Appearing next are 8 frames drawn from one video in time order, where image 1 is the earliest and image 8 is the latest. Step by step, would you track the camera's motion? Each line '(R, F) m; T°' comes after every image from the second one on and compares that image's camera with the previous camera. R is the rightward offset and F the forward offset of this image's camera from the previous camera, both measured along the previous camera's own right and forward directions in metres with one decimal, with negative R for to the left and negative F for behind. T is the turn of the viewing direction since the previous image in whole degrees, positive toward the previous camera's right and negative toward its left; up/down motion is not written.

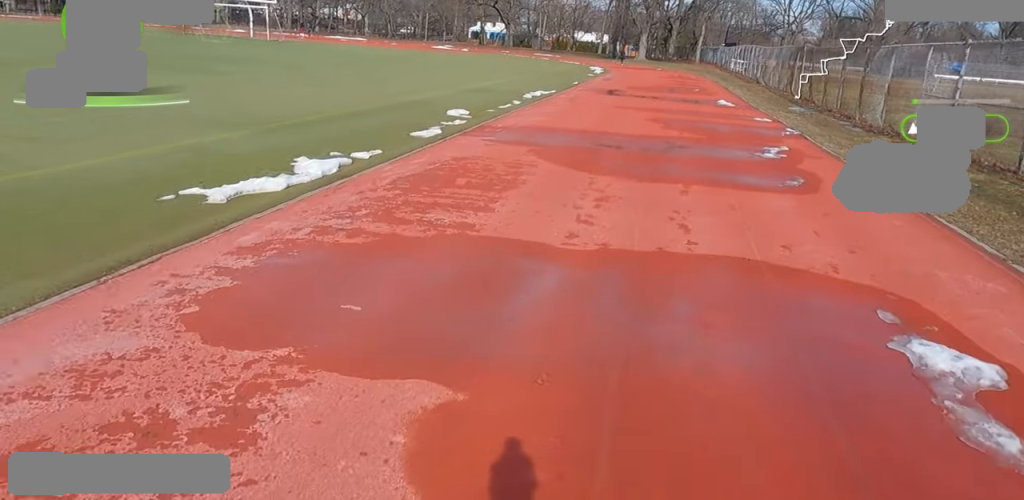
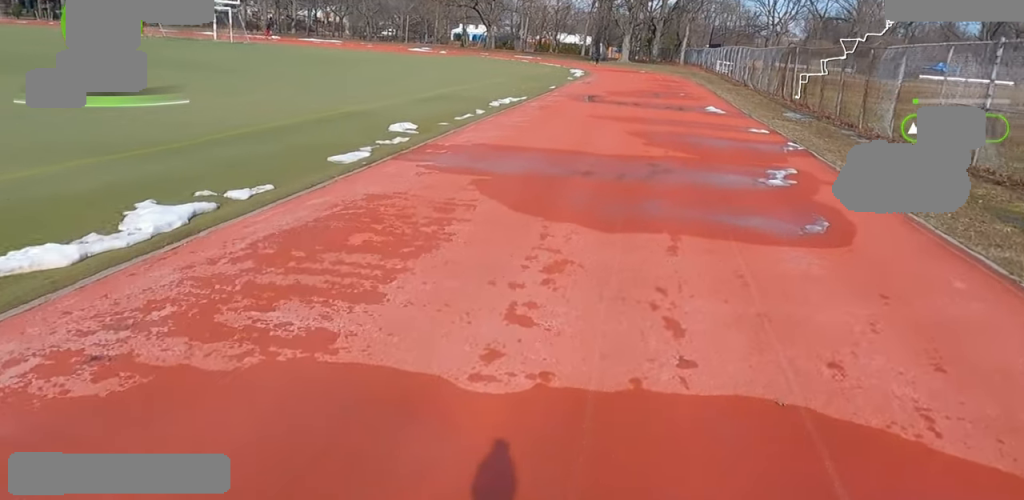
(-0.7, +2.7) m; 0°
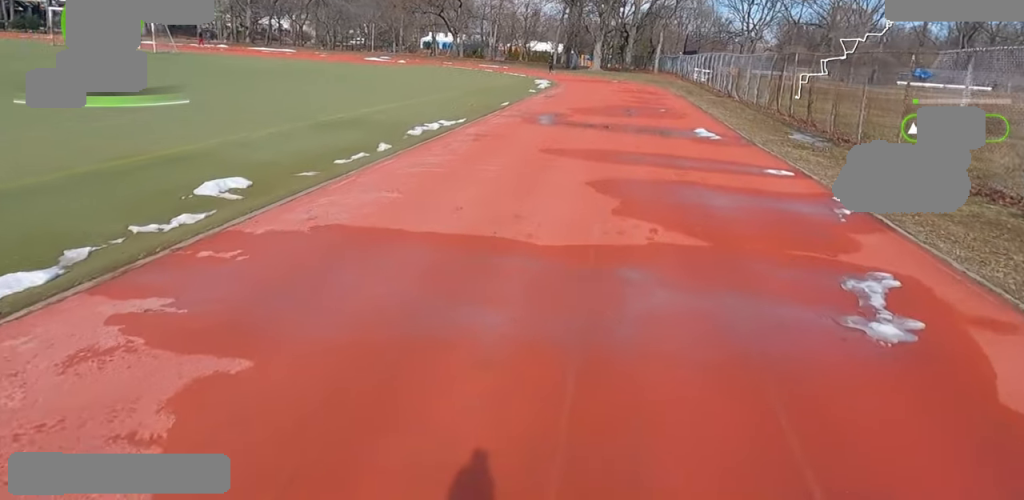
(+1.0, +5.3) m; 0°
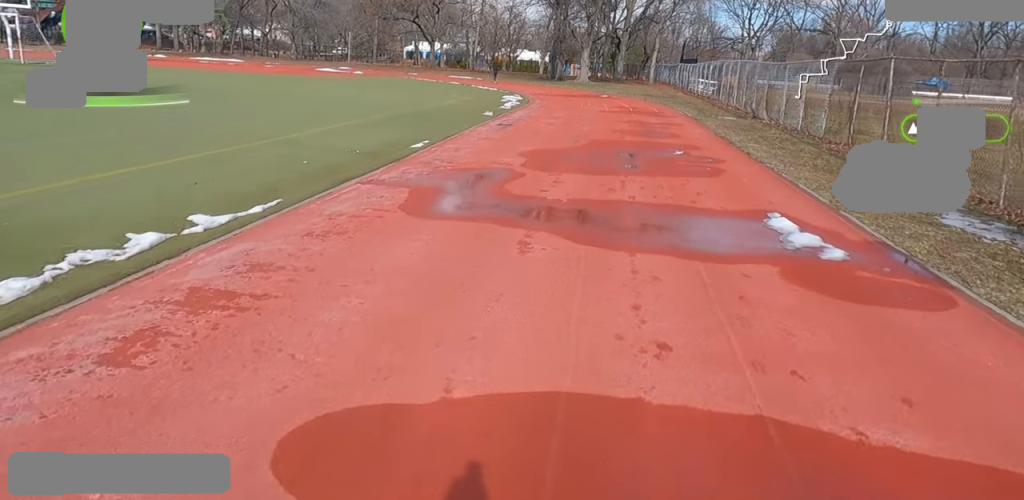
(-0.2, +10.2) m; 0°
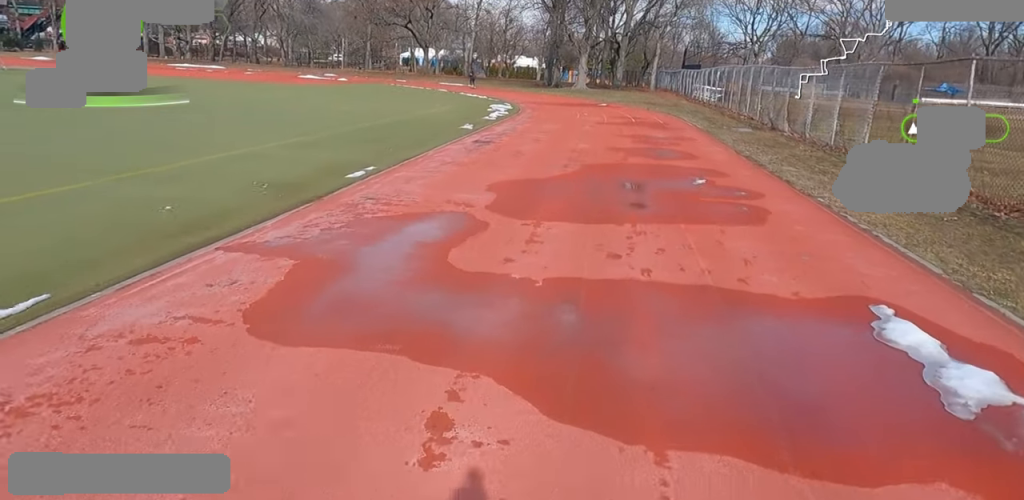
(-0.9, +3.8) m; 0°
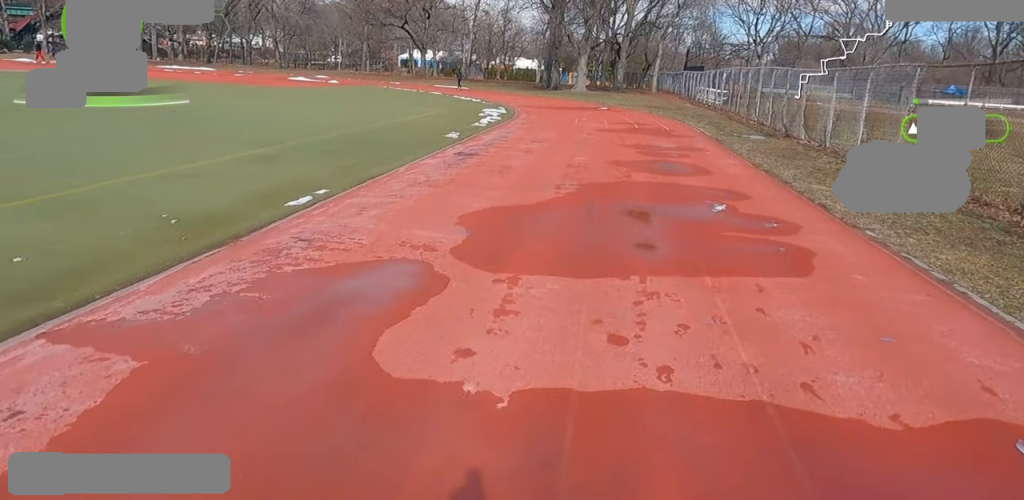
(+0.4, +2.0) m; 0°
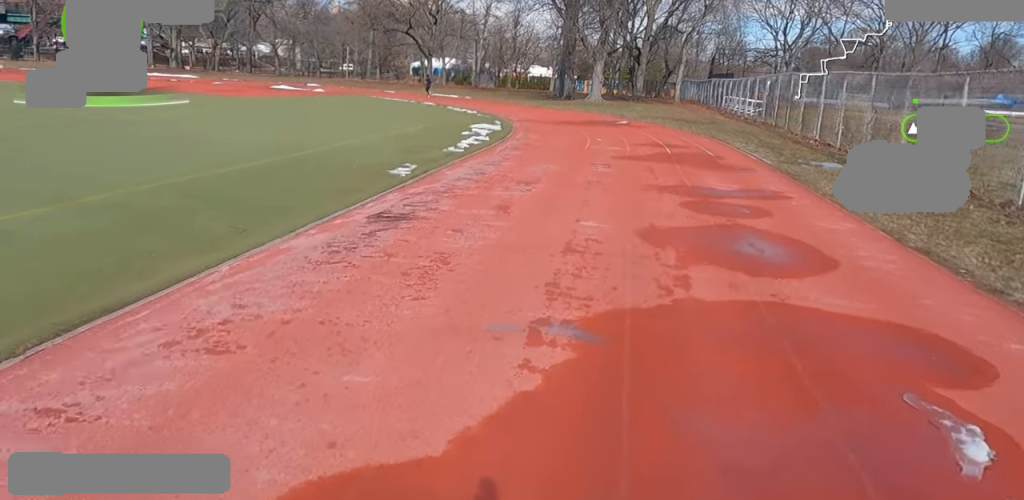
(-0.1, +6.2) m; 0°
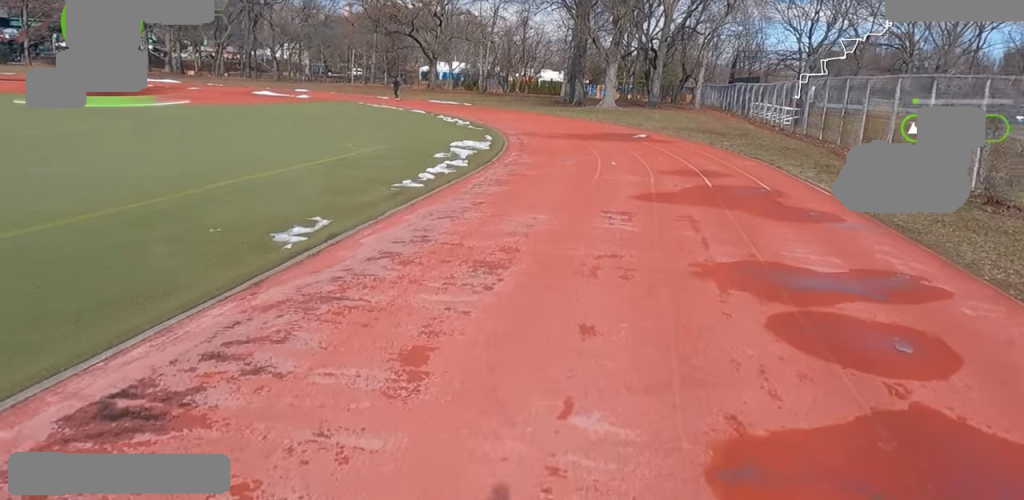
(+0.6, +4.6) m; +3°
